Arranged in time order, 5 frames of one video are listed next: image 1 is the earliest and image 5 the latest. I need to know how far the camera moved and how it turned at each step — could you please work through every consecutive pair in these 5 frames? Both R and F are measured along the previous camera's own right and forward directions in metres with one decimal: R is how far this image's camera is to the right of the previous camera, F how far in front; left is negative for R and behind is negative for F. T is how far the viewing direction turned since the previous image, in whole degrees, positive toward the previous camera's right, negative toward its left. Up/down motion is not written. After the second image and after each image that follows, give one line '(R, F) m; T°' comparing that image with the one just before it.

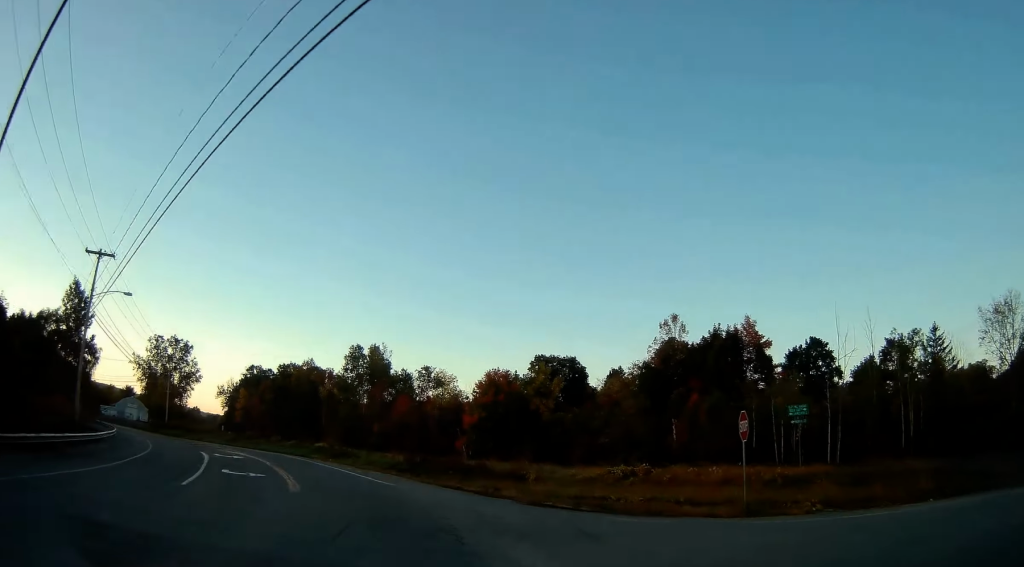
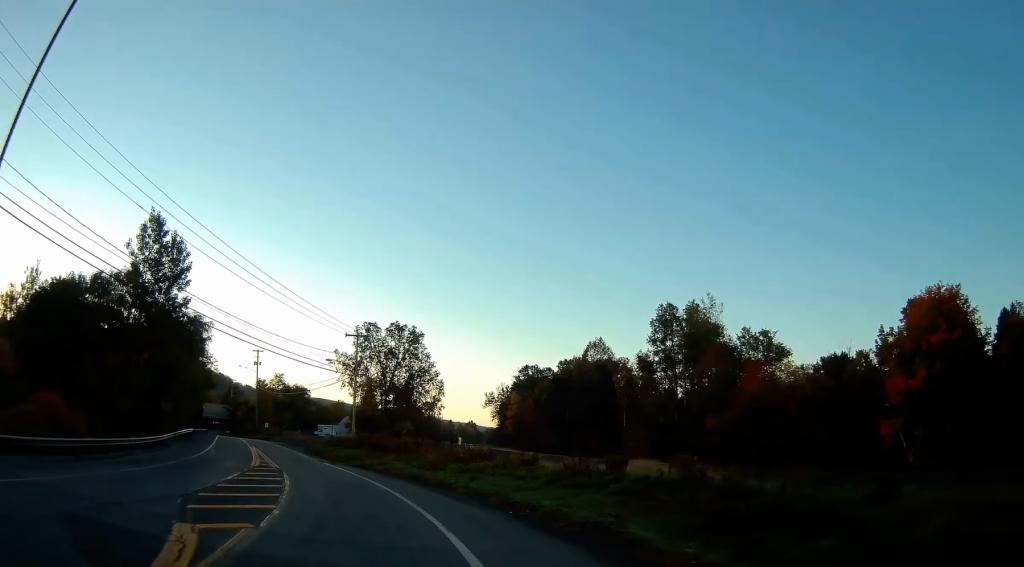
(-7.1, +36.2) m; -25°
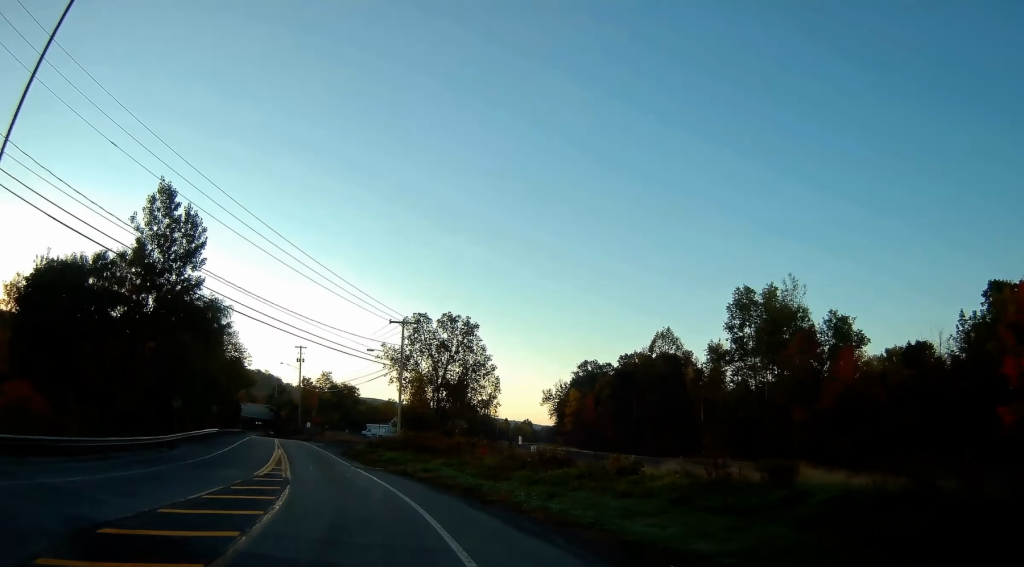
(-0.2, +7.6) m; -5°
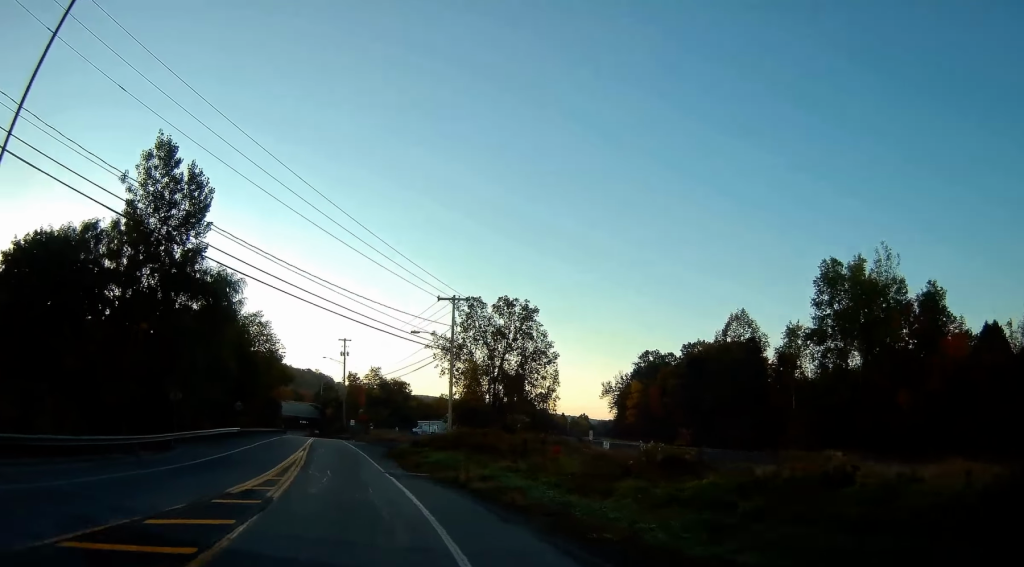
(-0.5, +8.1) m; -5°
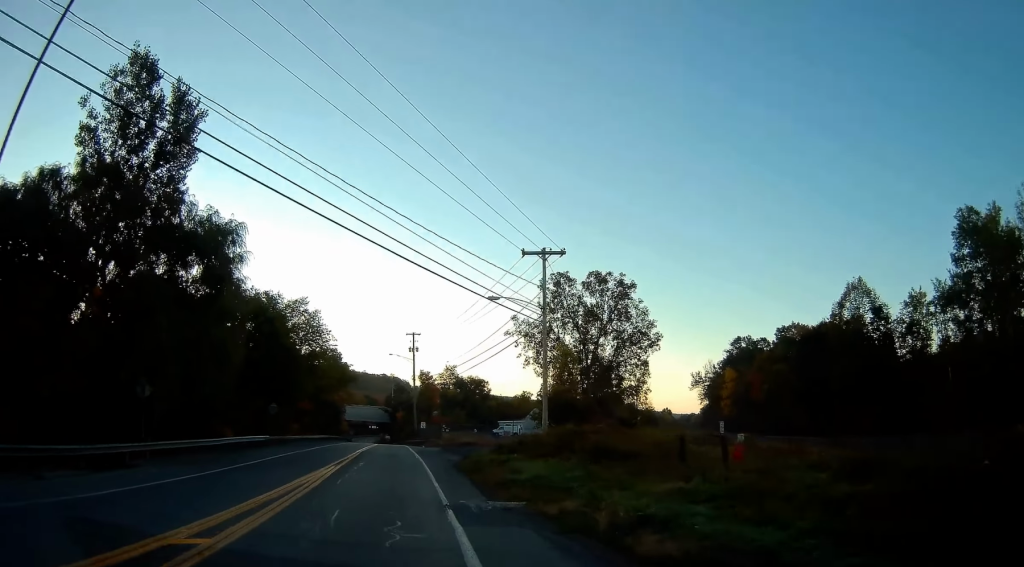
(-0.8, +12.2) m; -8°
